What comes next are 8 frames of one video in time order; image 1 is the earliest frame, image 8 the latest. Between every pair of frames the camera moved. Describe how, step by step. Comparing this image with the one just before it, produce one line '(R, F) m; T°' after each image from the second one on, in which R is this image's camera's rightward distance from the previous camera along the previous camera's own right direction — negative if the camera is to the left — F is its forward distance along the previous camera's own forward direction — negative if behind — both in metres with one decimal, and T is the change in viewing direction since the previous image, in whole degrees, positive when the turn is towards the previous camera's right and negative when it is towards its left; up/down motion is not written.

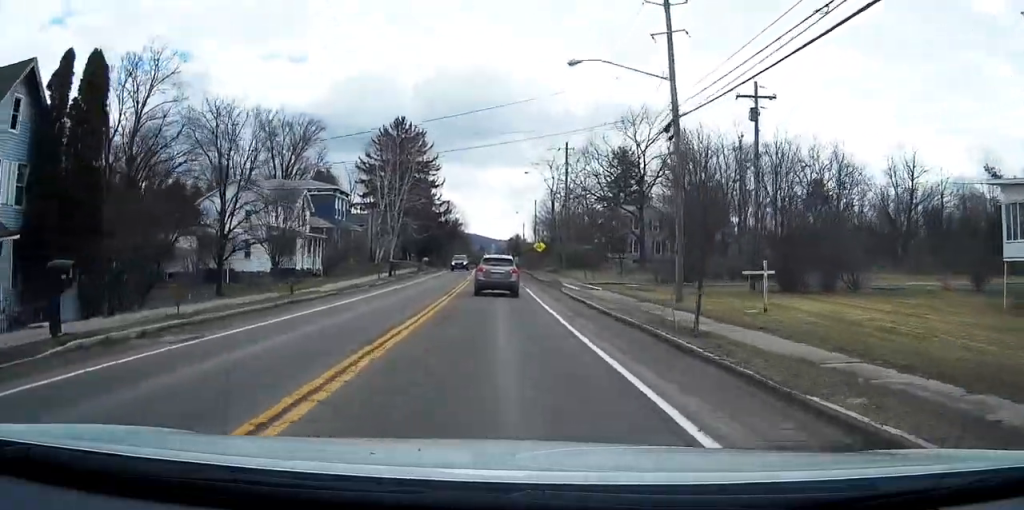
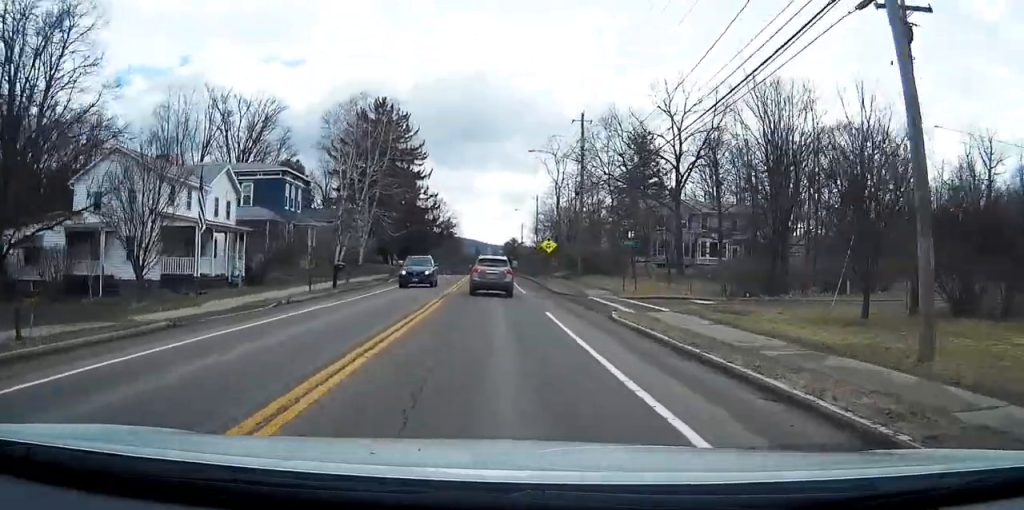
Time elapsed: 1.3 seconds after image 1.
(0.0, +17.5) m; 0°
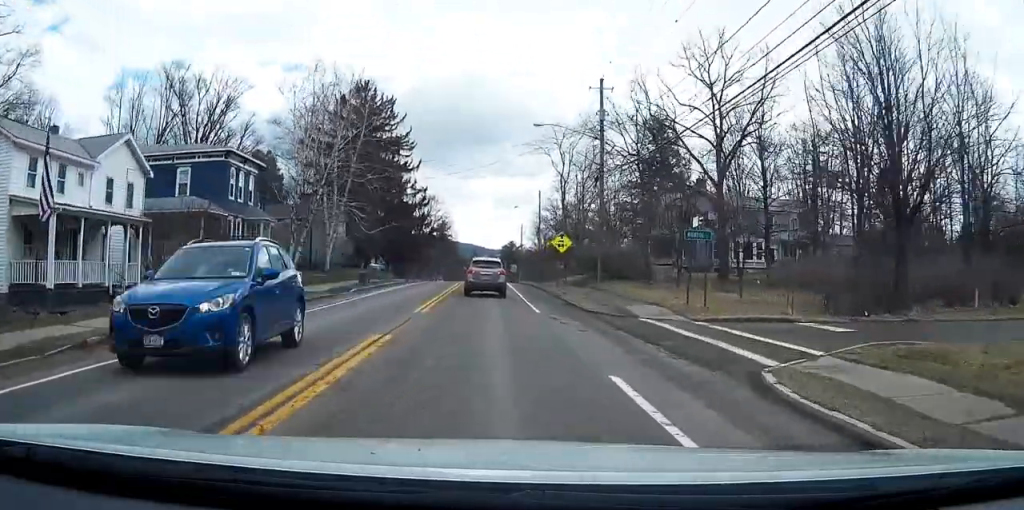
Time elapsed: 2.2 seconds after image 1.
(0.0, +12.8) m; 0°
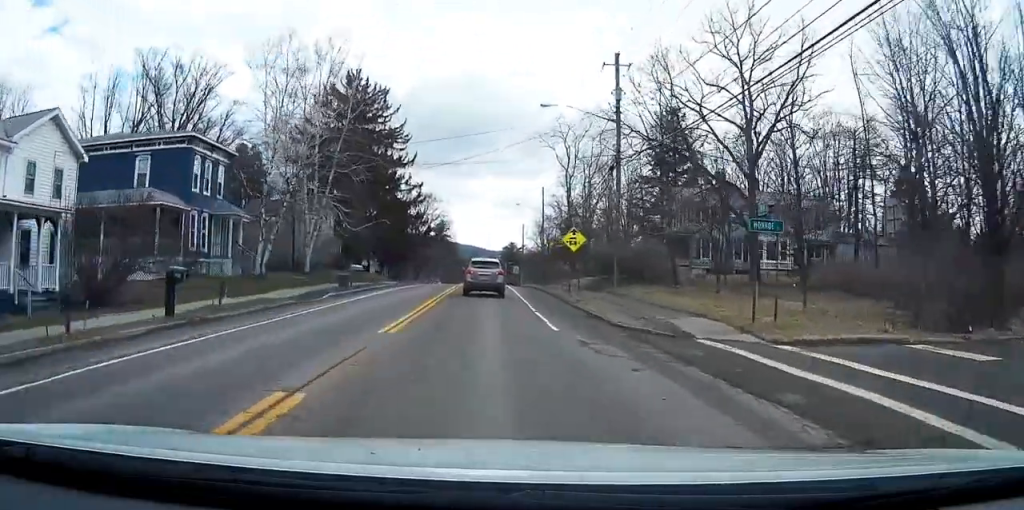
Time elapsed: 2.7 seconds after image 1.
(0.0, +6.4) m; 0°
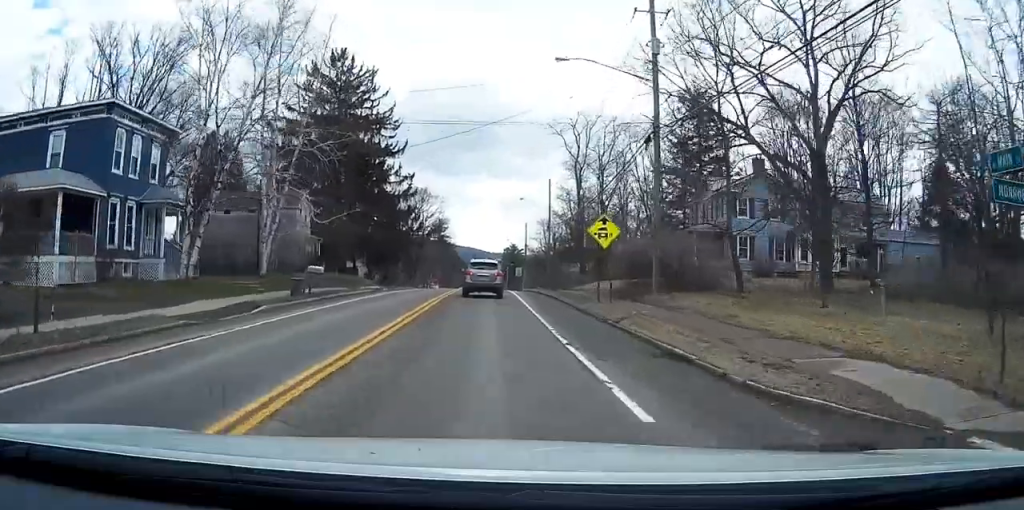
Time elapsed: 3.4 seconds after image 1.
(0.0, +9.9) m; -1°
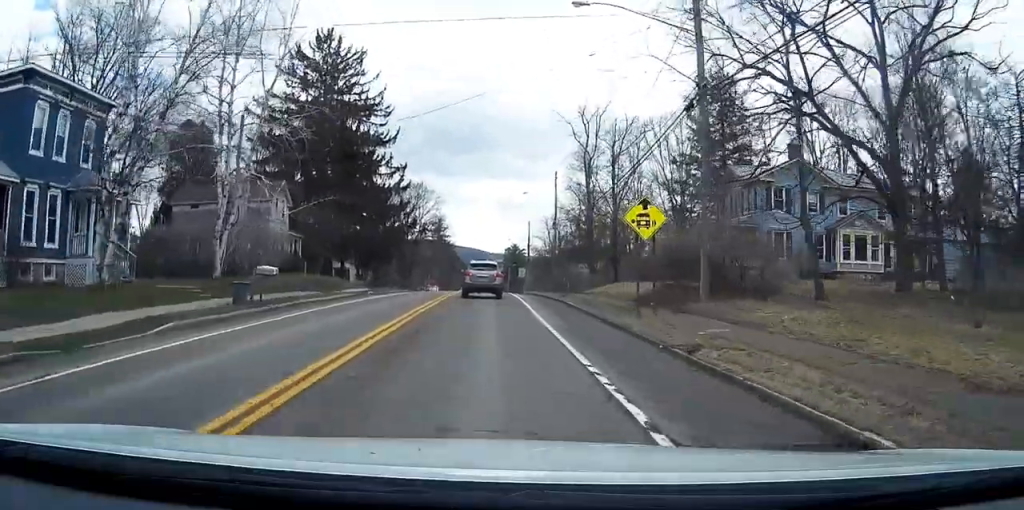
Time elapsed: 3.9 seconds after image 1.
(0.0, +7.2) m; 0°
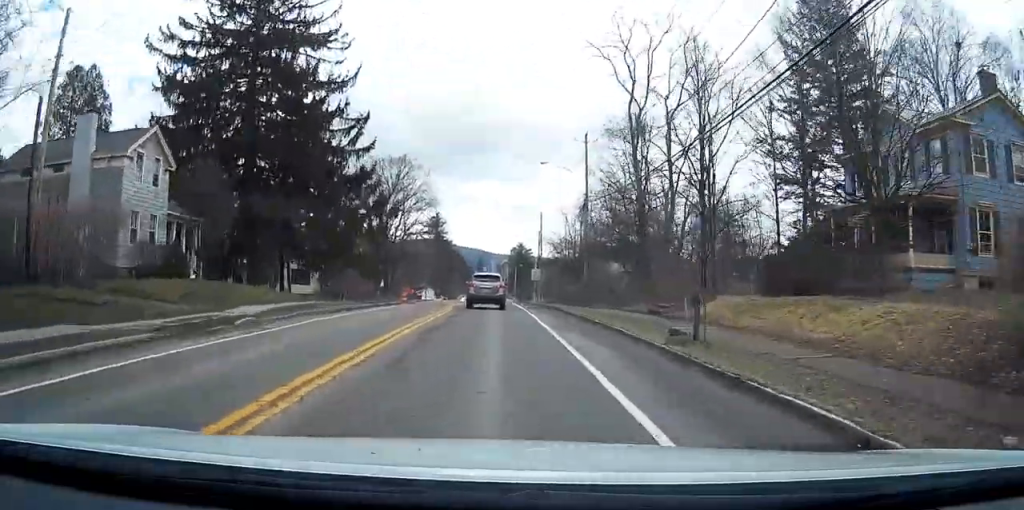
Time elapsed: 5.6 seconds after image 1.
(+0.1, +22.5) m; +1°
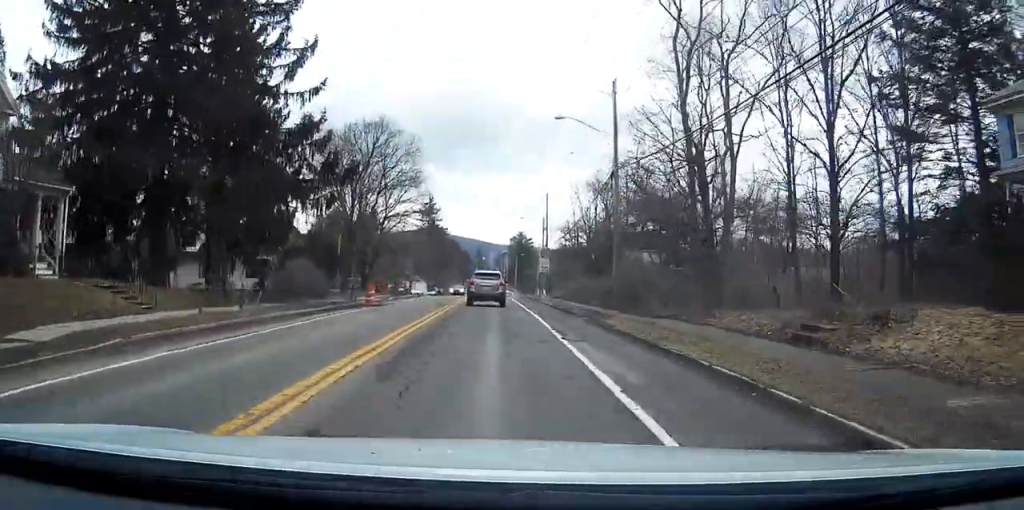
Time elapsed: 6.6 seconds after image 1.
(+0.1, +13.9) m; 0°
